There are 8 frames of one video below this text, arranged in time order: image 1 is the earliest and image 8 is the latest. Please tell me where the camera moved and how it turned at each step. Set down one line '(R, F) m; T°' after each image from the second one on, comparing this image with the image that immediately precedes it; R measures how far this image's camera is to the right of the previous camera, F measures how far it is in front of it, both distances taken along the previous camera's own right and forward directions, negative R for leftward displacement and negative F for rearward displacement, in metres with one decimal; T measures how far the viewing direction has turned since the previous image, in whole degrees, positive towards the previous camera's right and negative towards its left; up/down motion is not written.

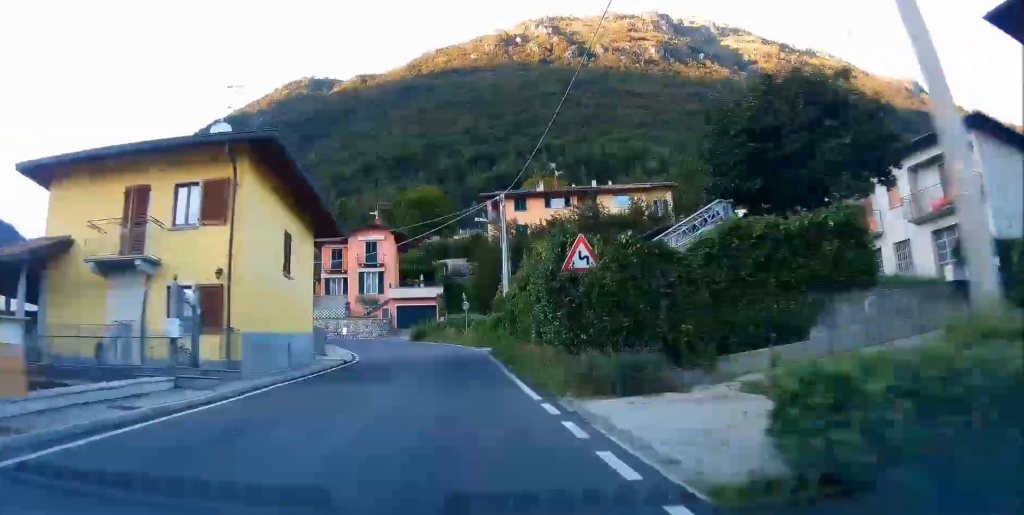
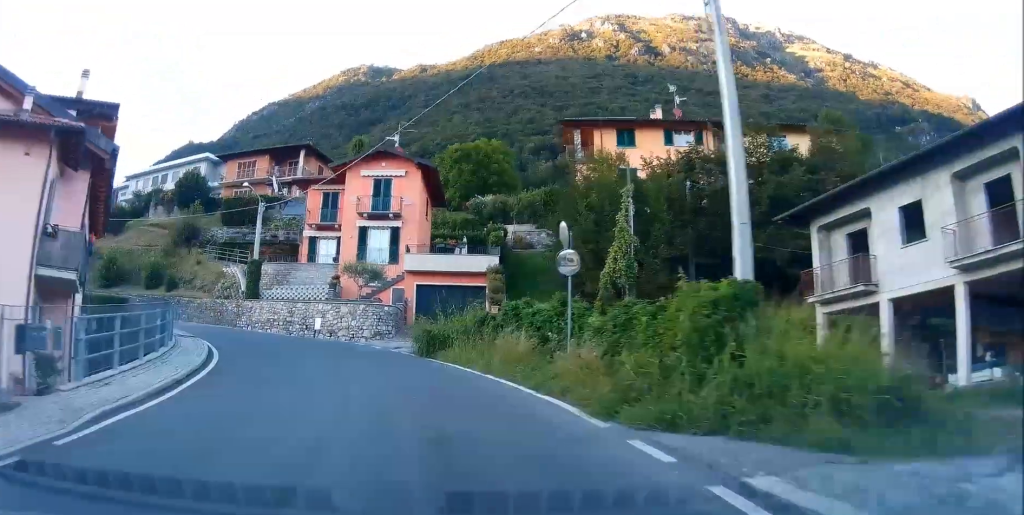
(+0.3, +28.5) m; -2°
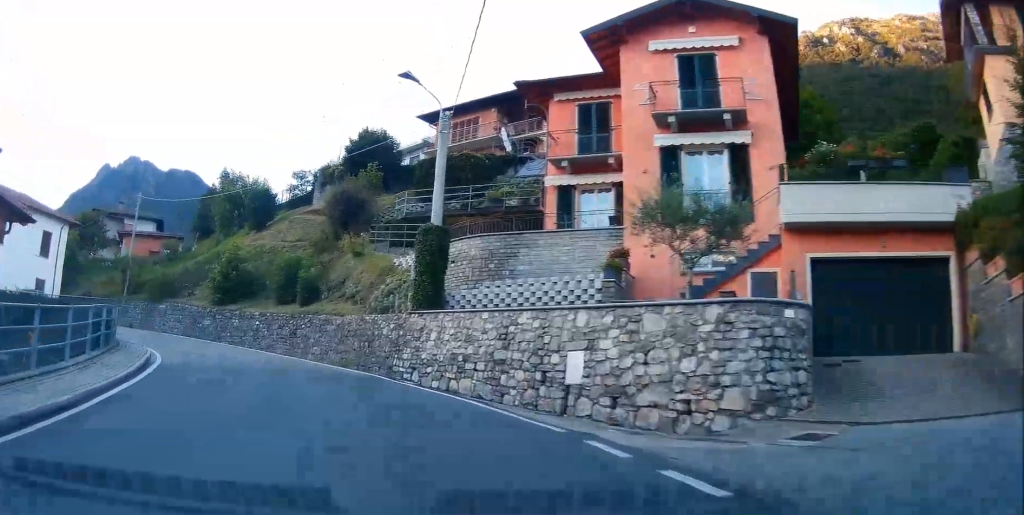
(-3.1, +23.8) m; -23°
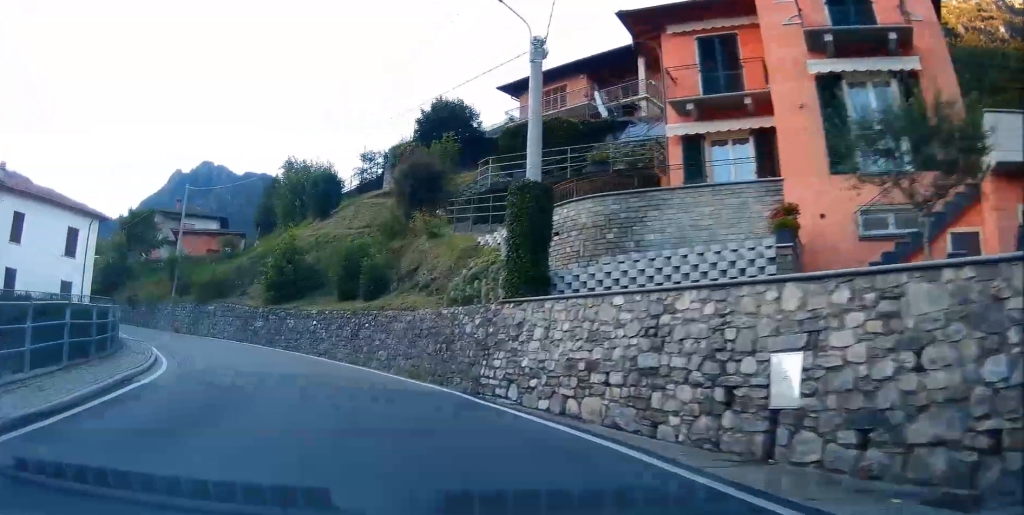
(-0.6, +5.1) m; -8°
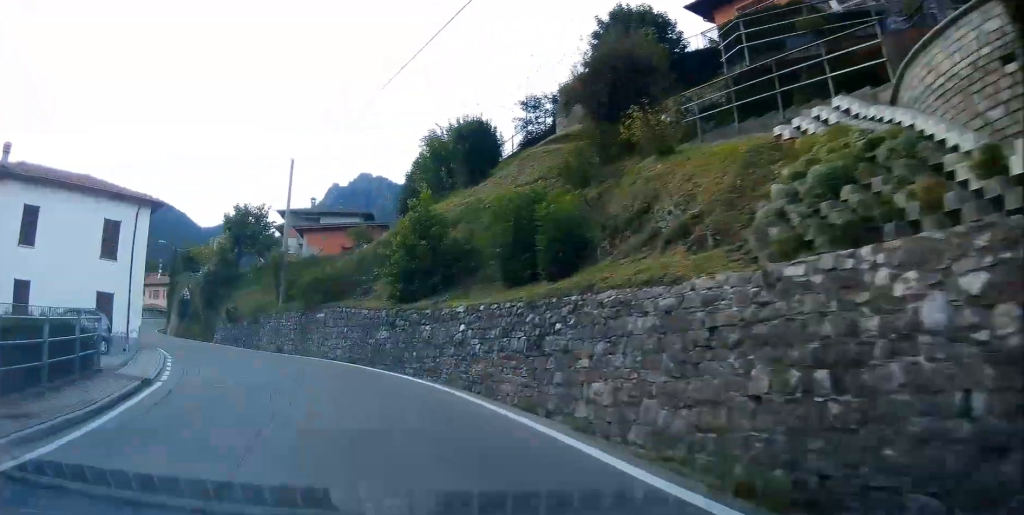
(-1.6, +10.5) m; -16°
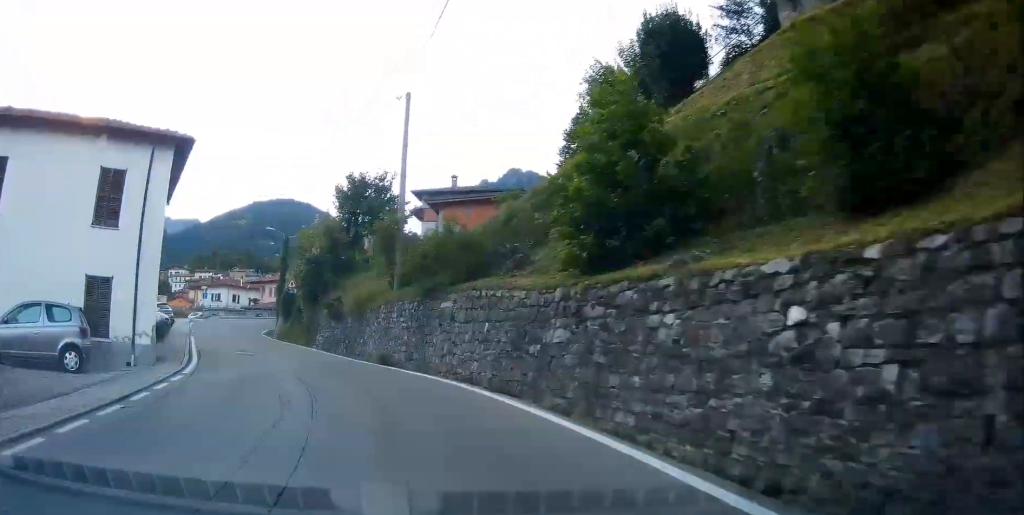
(-0.6, +9.7) m; -12°
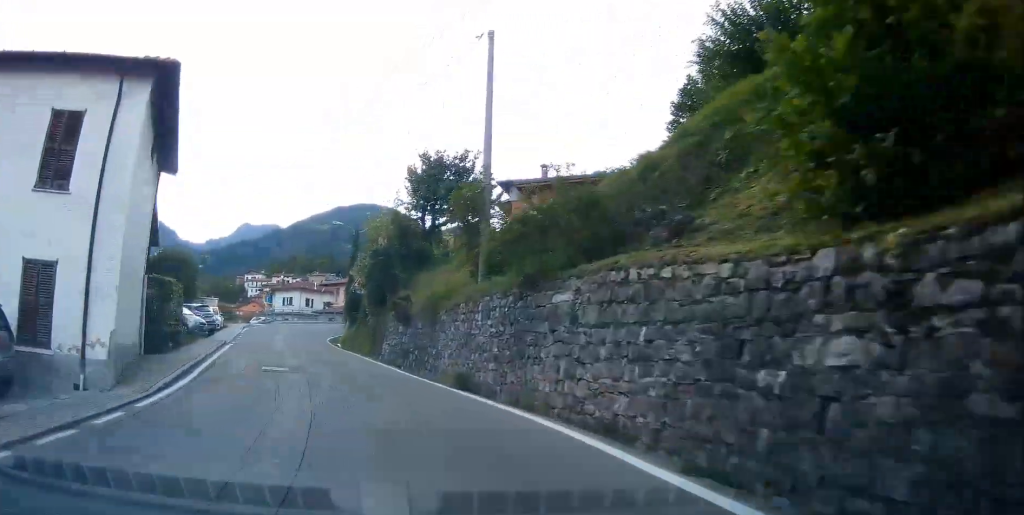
(-0.8, +5.9) m; -6°
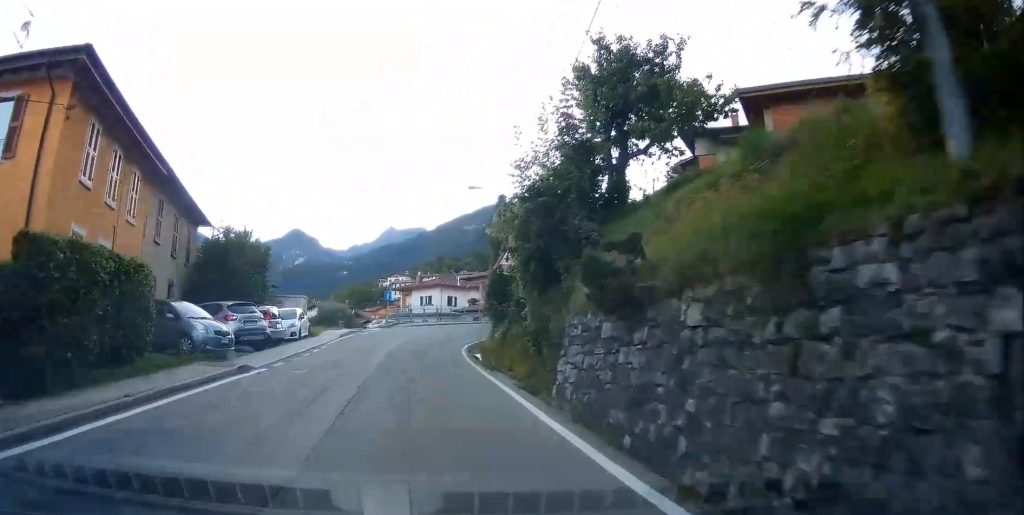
(-1.5, +13.4) m; -11°
